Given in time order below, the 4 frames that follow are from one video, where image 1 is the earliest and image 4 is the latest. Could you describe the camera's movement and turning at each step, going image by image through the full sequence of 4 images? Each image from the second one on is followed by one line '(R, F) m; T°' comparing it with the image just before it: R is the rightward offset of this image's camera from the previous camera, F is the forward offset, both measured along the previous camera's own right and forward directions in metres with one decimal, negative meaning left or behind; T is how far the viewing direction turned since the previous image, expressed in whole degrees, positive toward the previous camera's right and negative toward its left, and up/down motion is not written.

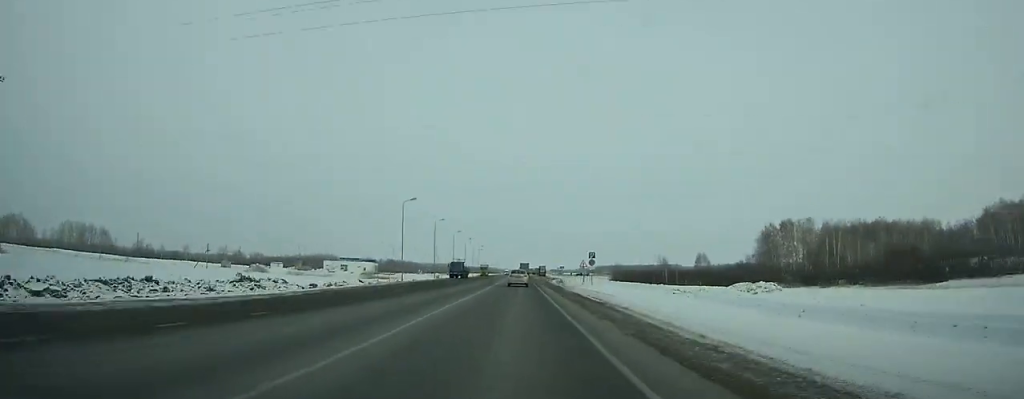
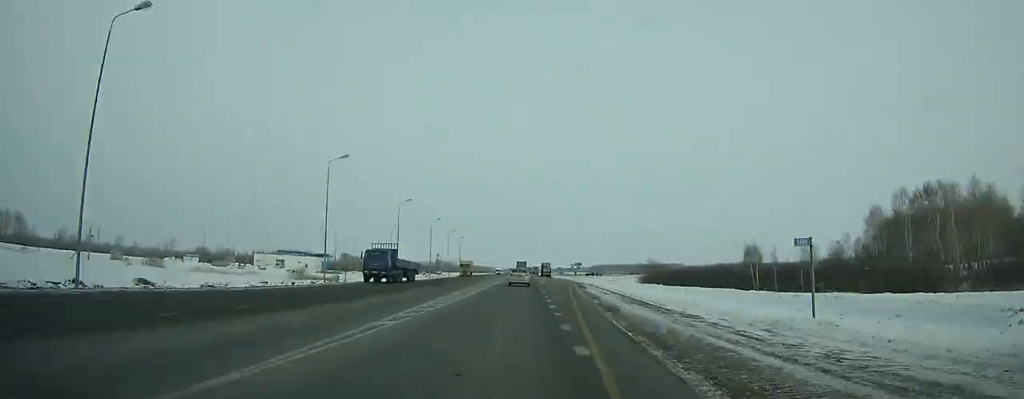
(+0.1, +56.3) m; 0°
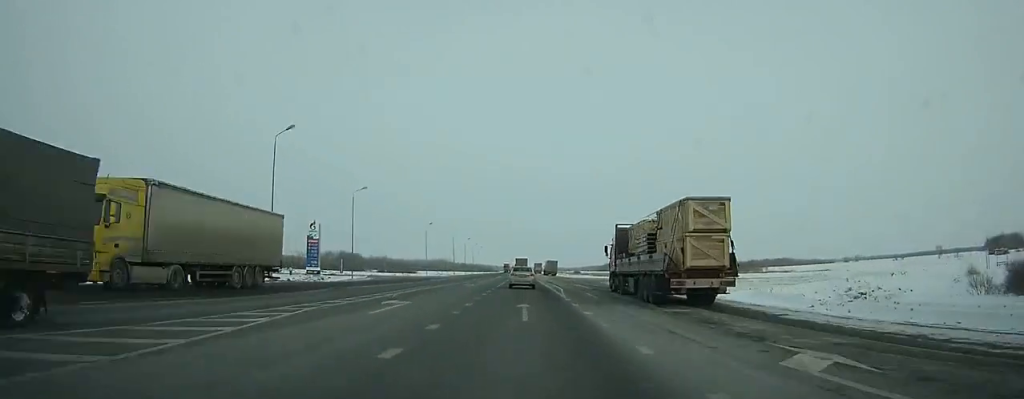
(-0.3, +127.3) m; -1°
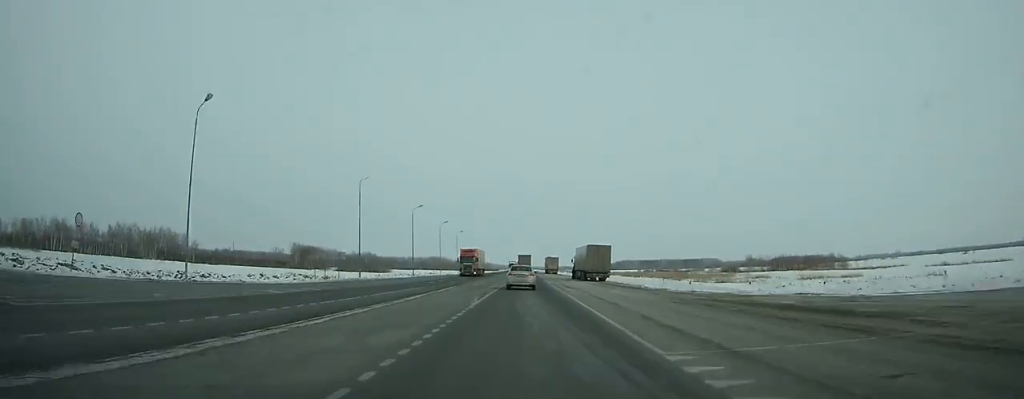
(-0.5, +90.1) m; 0°
